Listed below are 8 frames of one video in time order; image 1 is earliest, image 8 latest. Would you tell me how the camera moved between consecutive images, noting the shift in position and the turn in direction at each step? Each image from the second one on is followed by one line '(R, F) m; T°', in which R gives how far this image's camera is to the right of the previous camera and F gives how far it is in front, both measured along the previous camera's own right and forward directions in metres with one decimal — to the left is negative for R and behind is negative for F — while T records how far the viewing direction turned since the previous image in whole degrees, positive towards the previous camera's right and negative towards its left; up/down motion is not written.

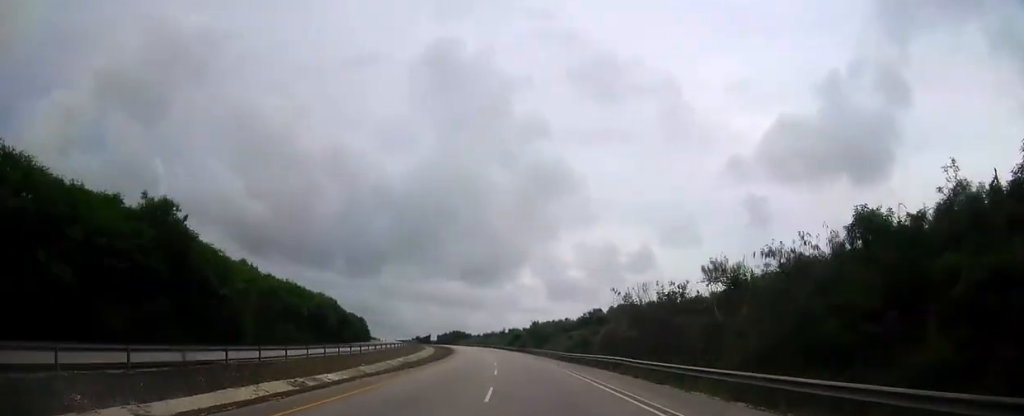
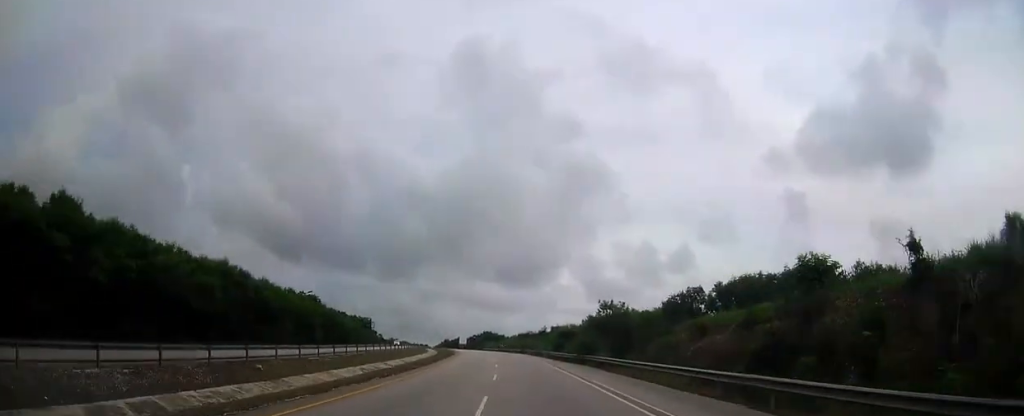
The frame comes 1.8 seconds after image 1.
(-1.6, +50.5) m; -4°
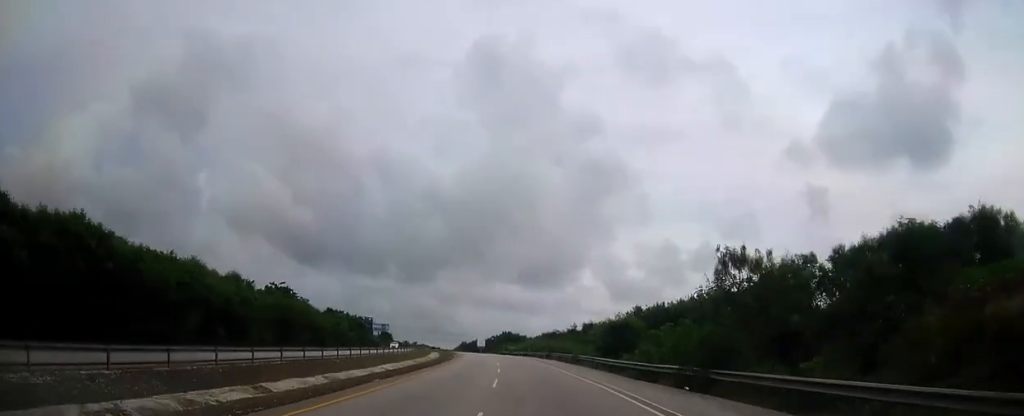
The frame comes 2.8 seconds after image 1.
(-0.3, +27.8) m; -2°
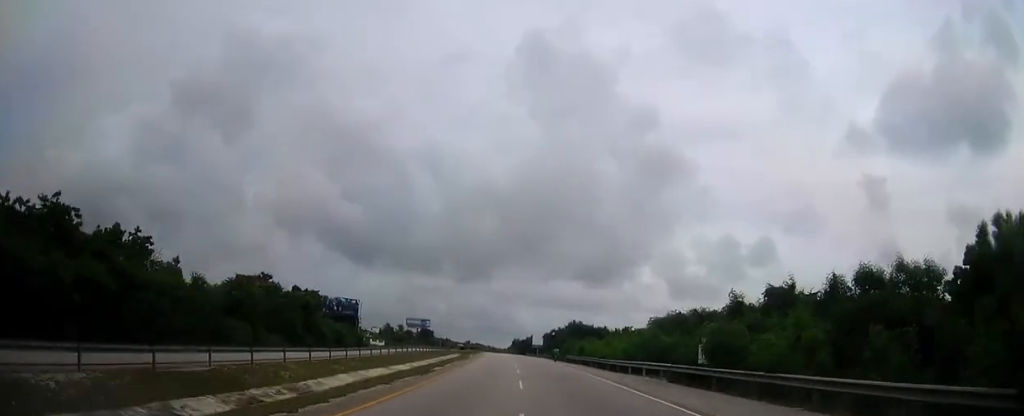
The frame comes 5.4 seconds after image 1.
(-3.7, +72.4) m; -5°
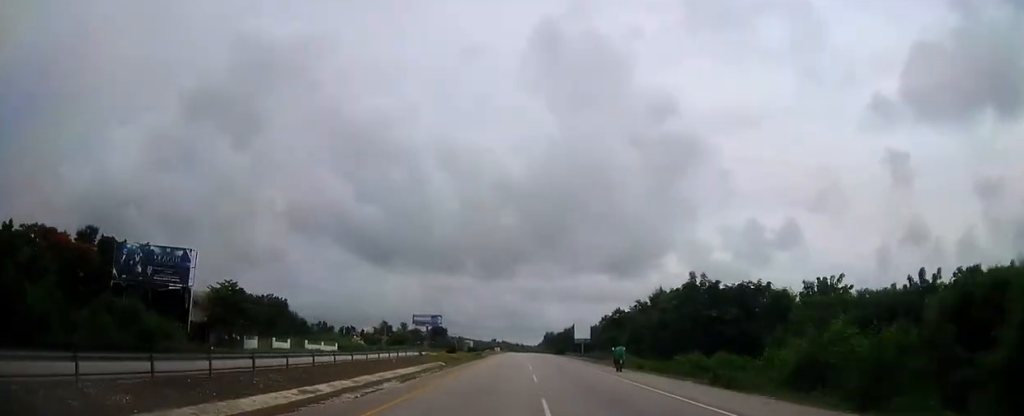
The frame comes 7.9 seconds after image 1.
(-2.5, +68.8) m; -3°
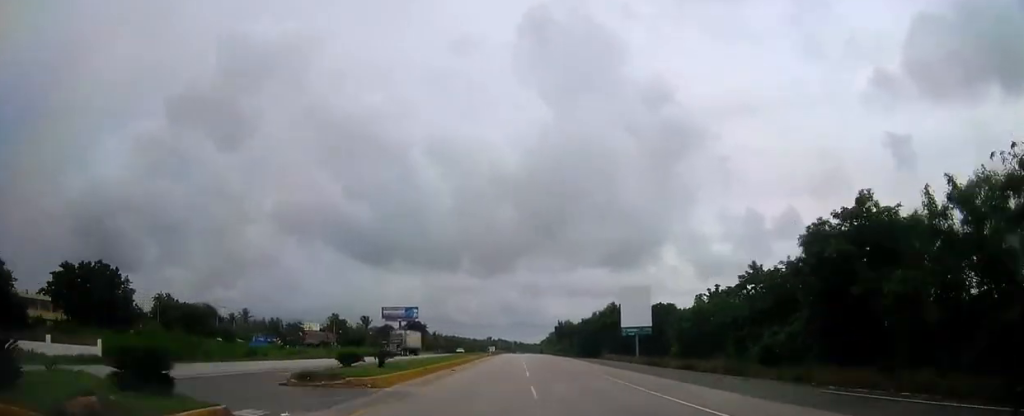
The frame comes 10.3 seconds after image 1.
(-1.0, +66.6) m; -1°
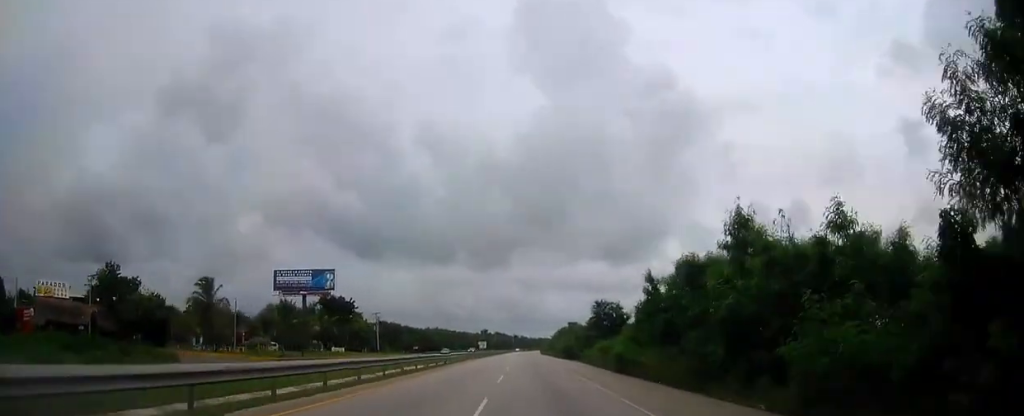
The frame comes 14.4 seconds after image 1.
(-0.2, +113.9) m; 0°
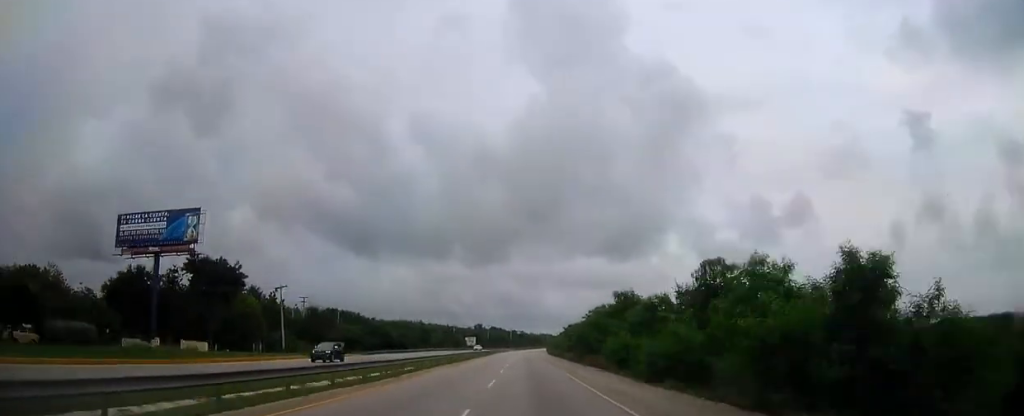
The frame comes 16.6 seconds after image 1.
(-0.1, +61.8) m; 0°
